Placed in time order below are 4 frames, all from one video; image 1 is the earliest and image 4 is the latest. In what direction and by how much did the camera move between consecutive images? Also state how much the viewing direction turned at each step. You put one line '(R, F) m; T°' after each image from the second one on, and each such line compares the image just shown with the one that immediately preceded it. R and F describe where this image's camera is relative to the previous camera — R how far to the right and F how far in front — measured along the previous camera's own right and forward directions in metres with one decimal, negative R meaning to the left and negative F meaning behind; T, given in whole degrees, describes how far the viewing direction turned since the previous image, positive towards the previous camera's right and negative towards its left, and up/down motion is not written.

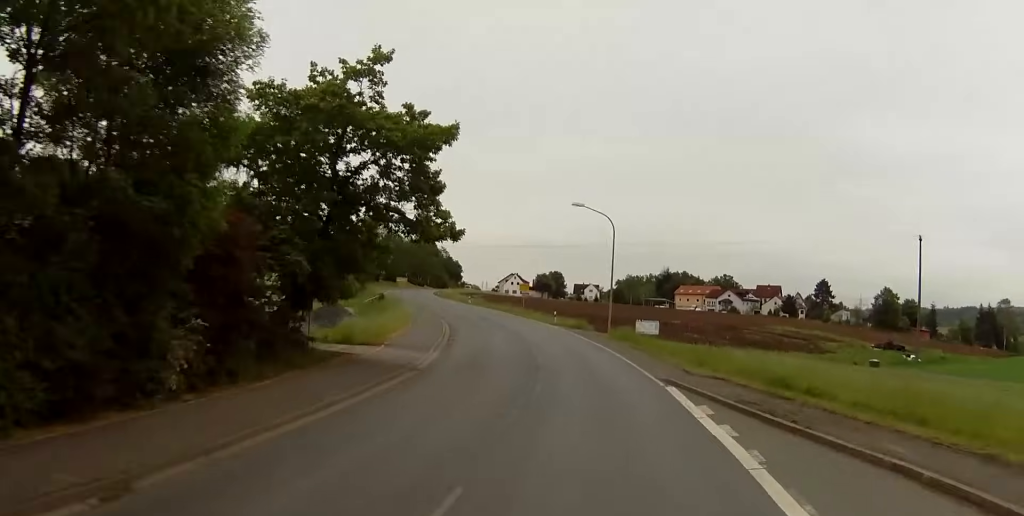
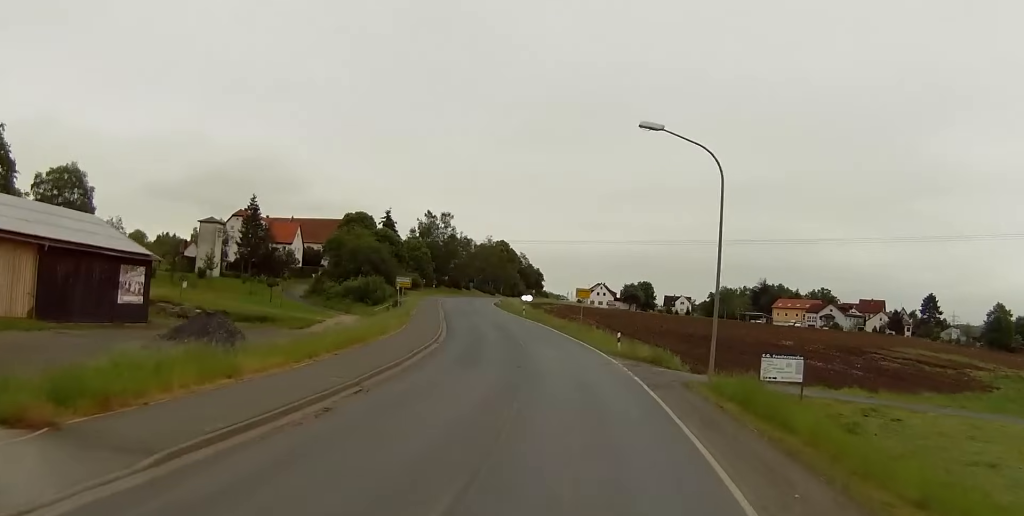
(-1.0, +26.9) m; -5°
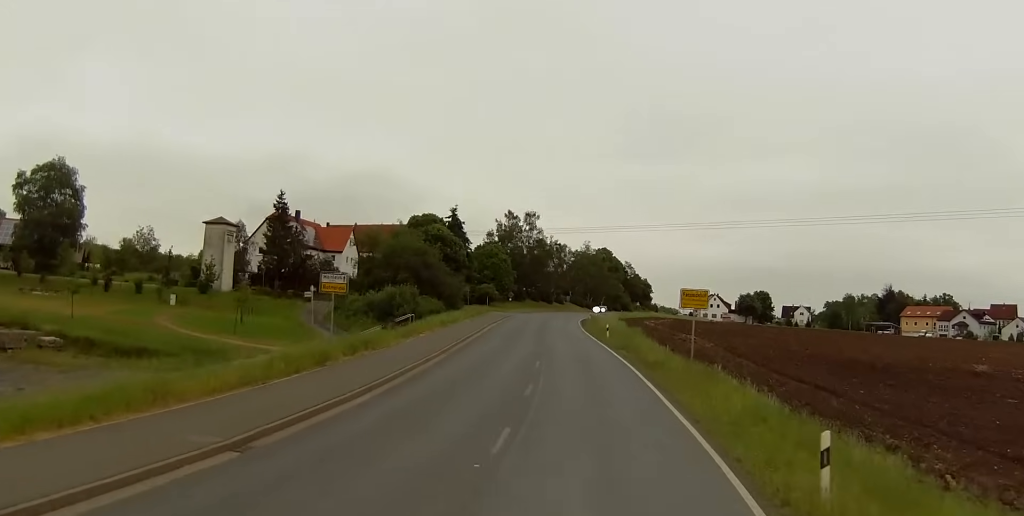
(-1.1, +29.6) m; -6°
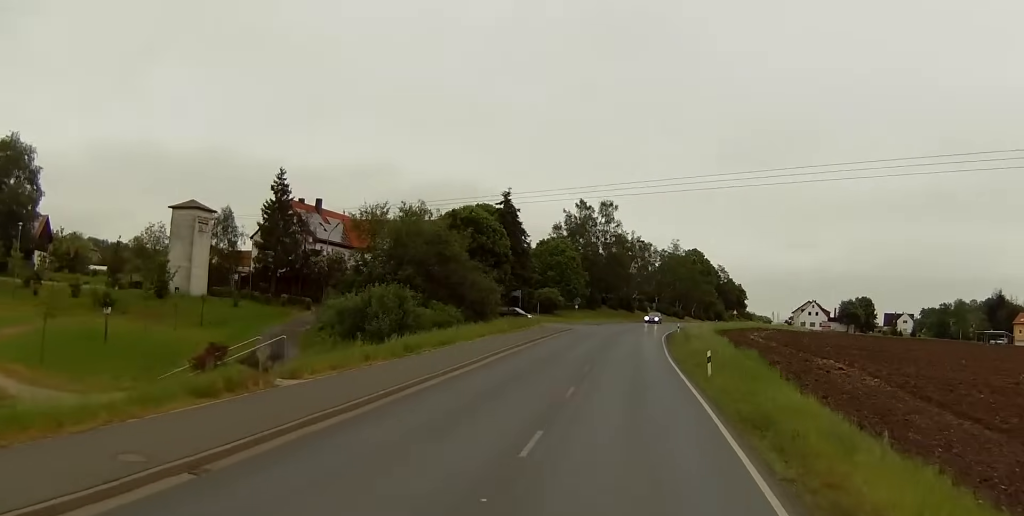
(-2.3, +27.3) m; -8°
